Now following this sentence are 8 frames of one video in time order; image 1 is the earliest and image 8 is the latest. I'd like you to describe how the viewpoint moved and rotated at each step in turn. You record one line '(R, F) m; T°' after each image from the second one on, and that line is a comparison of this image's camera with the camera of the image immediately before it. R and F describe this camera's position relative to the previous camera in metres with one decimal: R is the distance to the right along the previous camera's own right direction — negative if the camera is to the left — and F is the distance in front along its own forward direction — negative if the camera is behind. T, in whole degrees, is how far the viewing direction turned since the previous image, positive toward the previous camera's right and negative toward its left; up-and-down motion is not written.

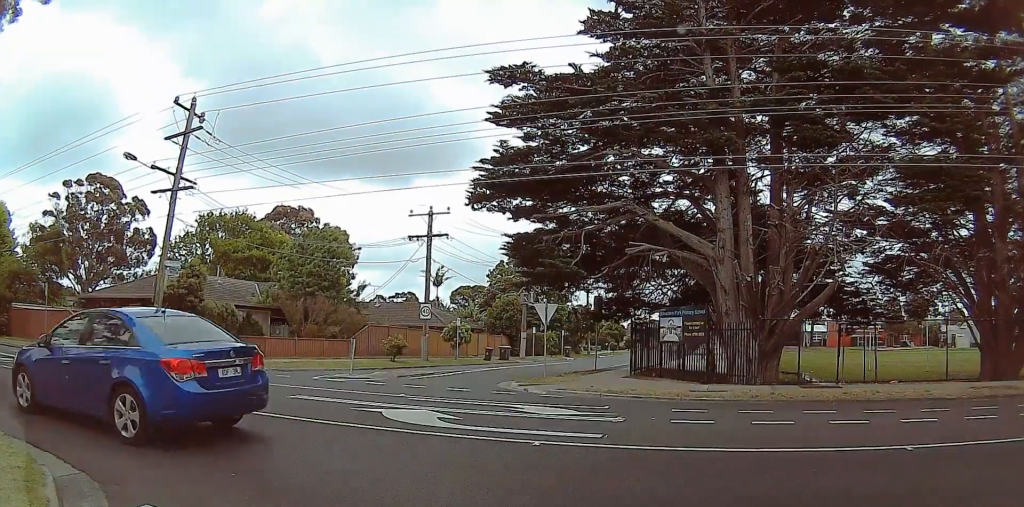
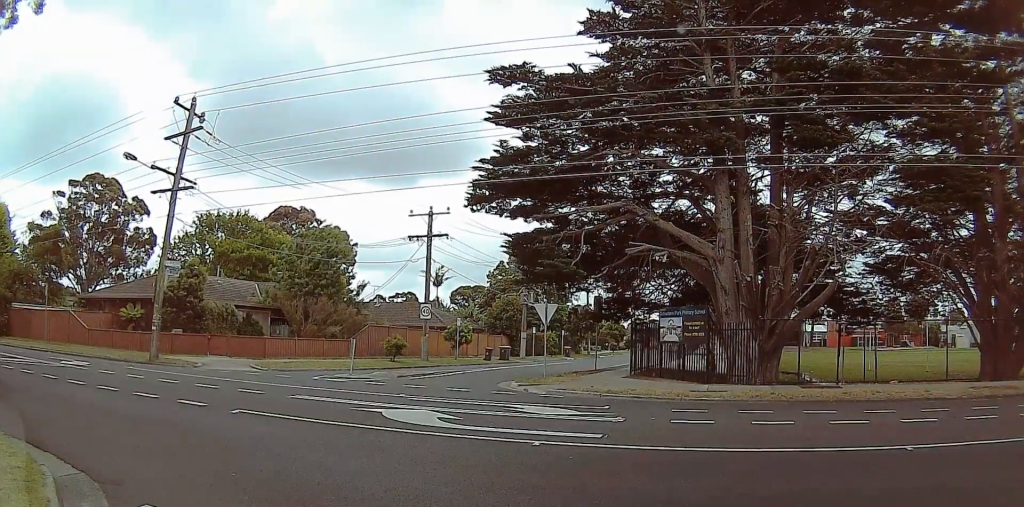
(0.0, +0.2) m; 0°
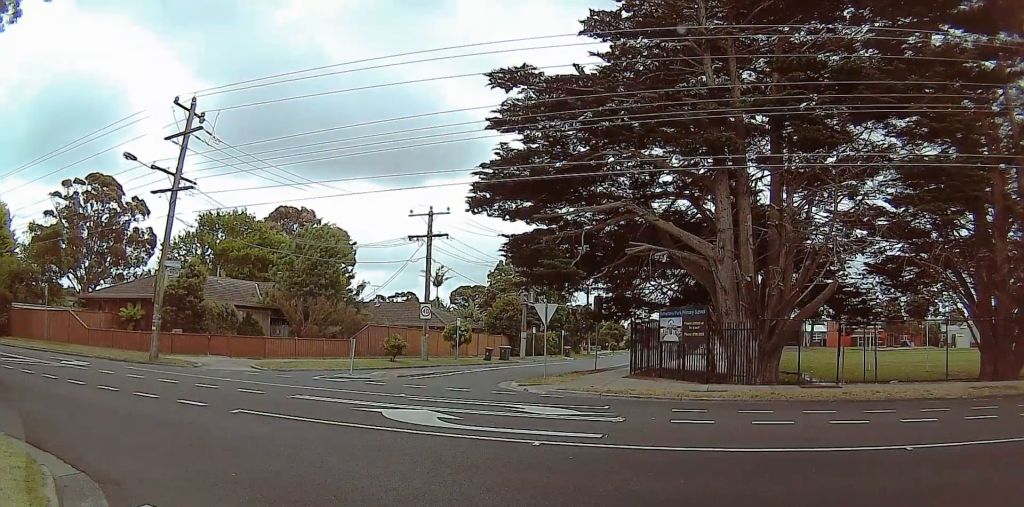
(0.0, 0.0) m; 0°
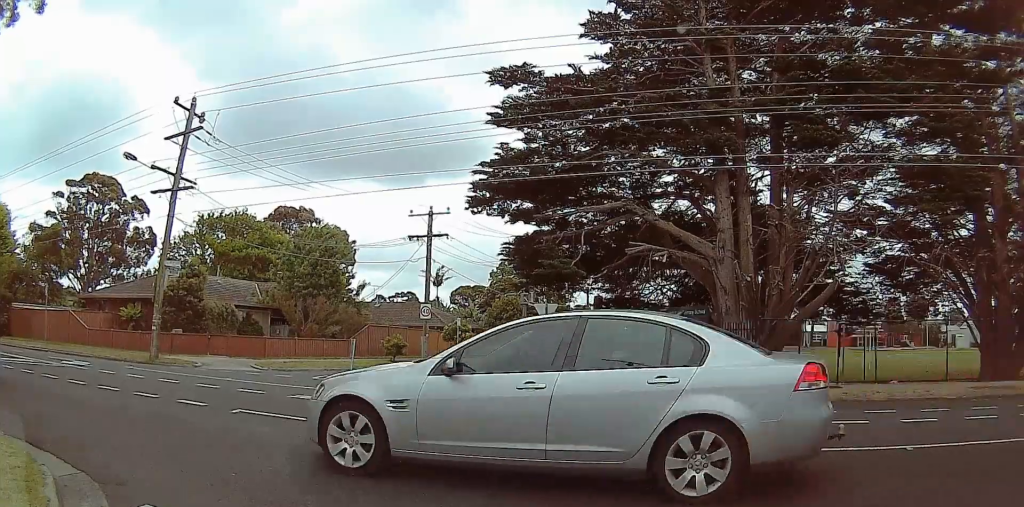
(0.0, 0.0) m; 0°
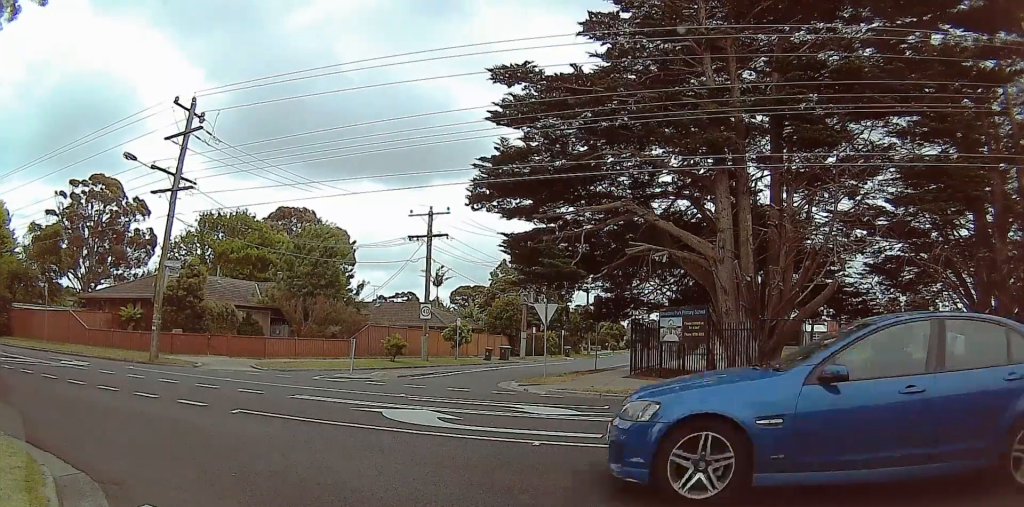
(0.0, 0.0) m; 0°
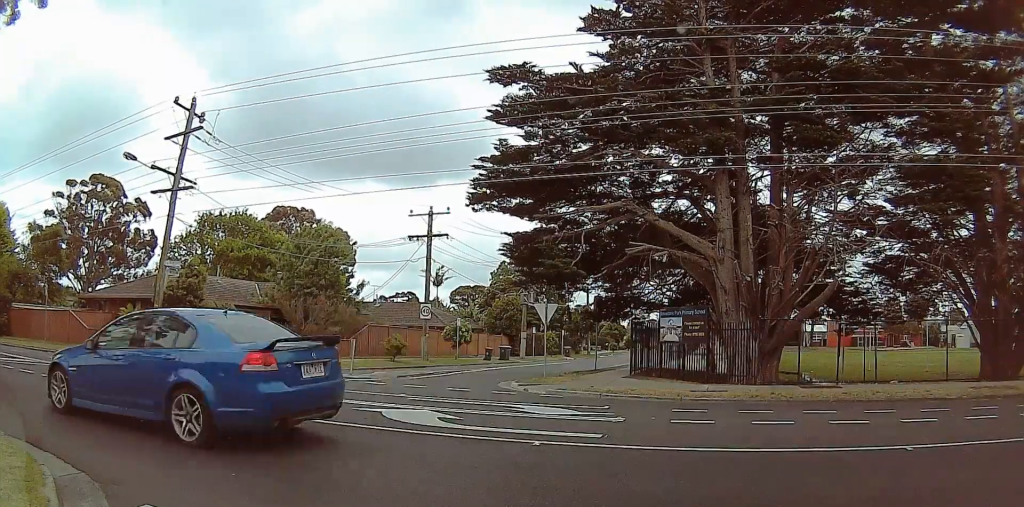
(0.0, 0.0) m; 0°
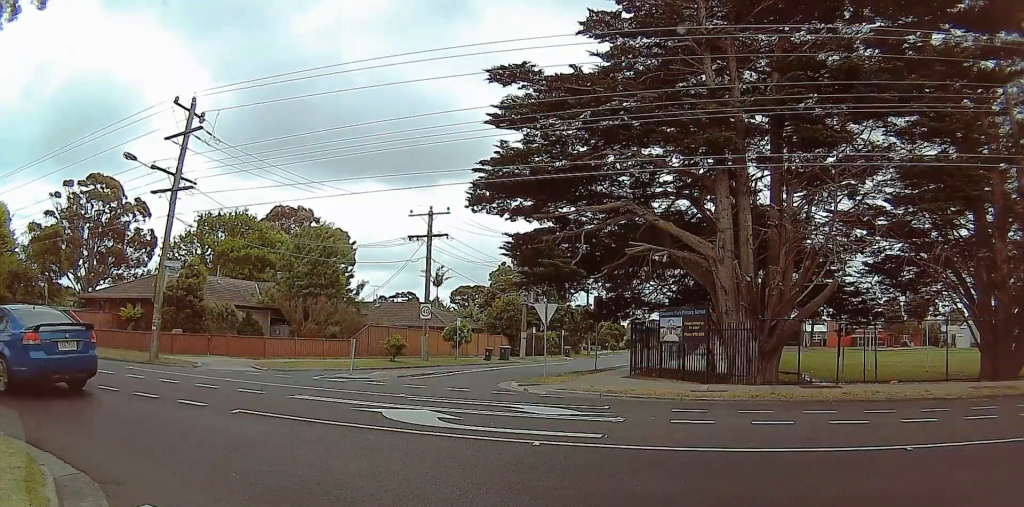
(0.0, 0.0) m; 0°
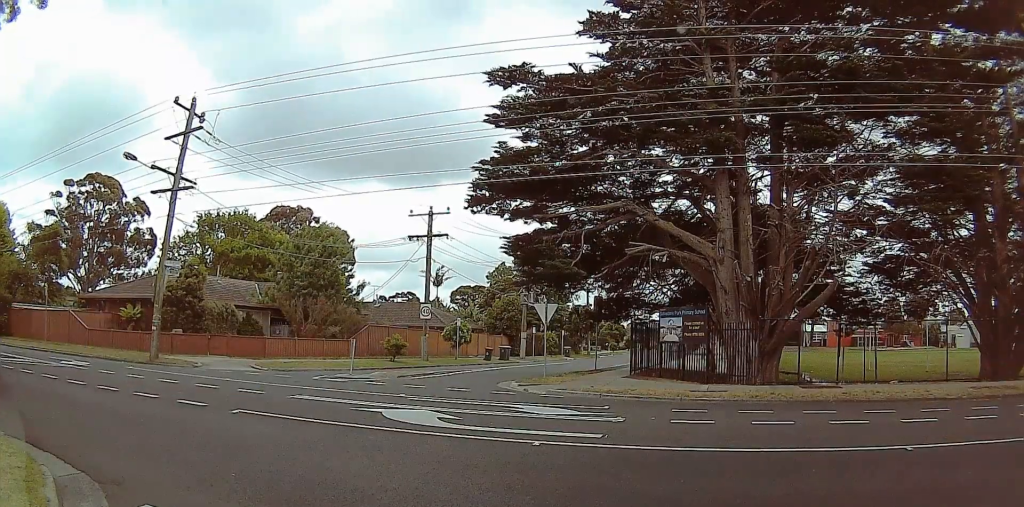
(0.0, 0.0) m; 0°
